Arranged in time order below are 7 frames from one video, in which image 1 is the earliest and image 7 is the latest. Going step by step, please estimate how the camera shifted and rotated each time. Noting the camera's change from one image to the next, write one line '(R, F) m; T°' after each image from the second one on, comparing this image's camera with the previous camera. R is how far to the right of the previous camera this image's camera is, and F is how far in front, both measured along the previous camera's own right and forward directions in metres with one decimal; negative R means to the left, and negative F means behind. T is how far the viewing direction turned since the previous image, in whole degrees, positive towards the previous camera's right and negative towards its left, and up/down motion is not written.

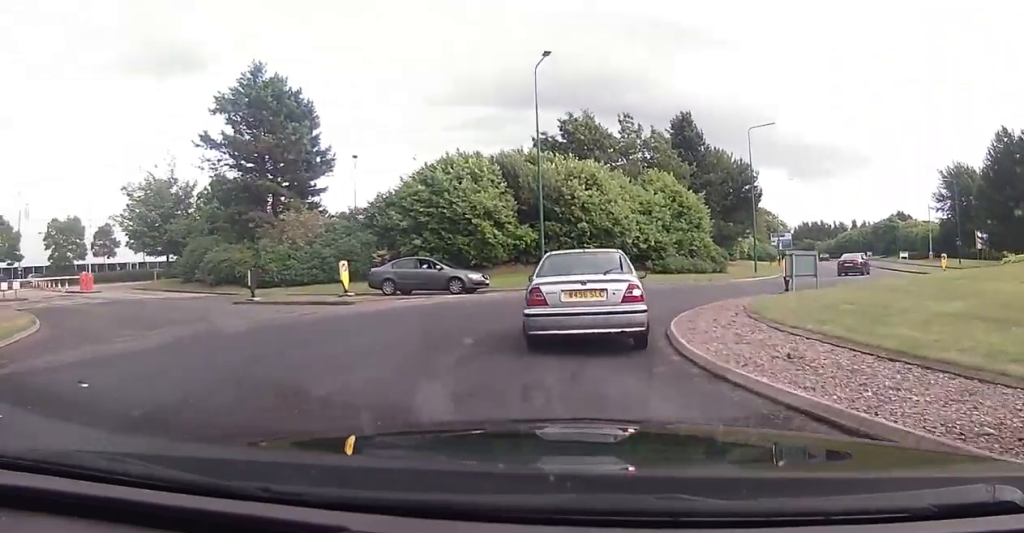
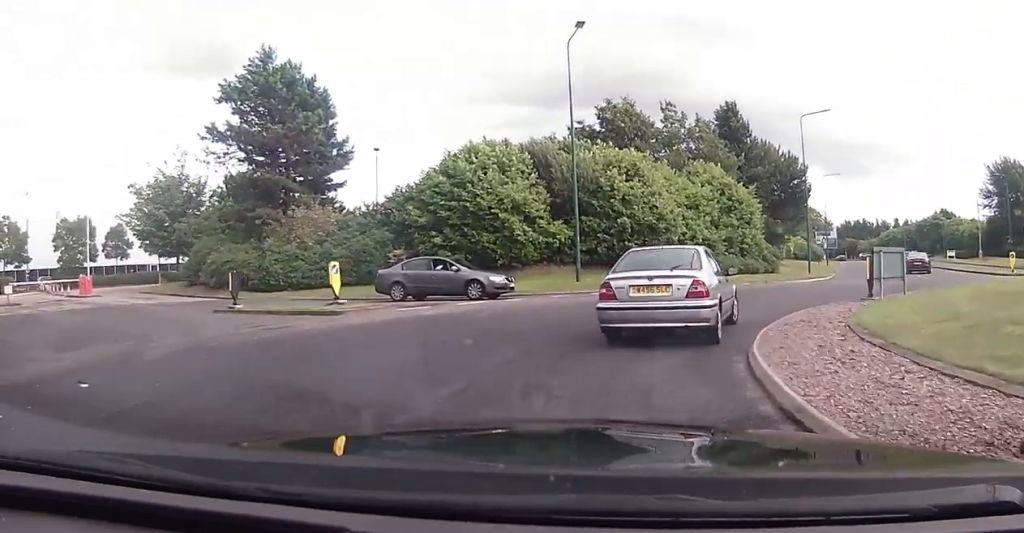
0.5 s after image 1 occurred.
(0.0, +3.5) m; +4°
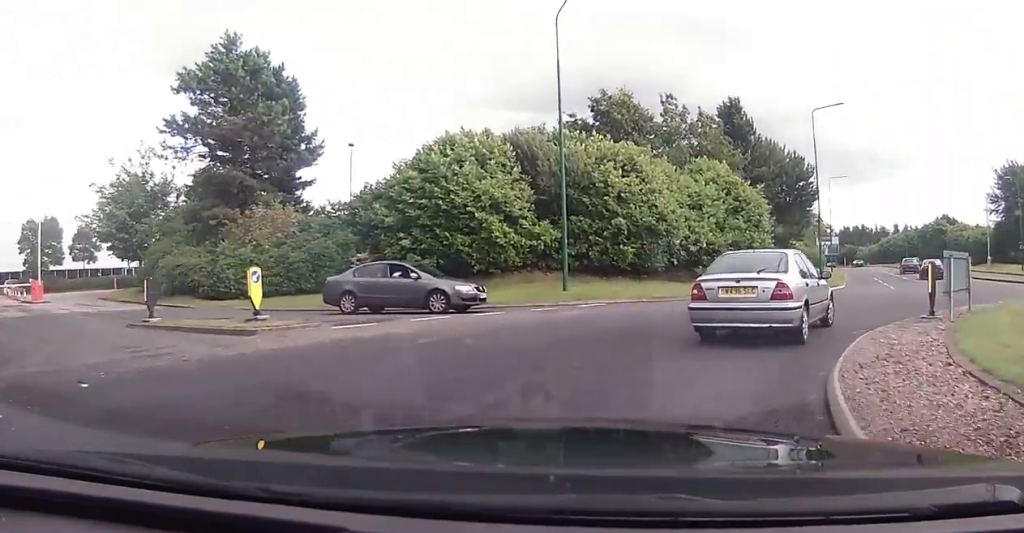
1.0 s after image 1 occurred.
(-0.2, +3.6) m; +5°
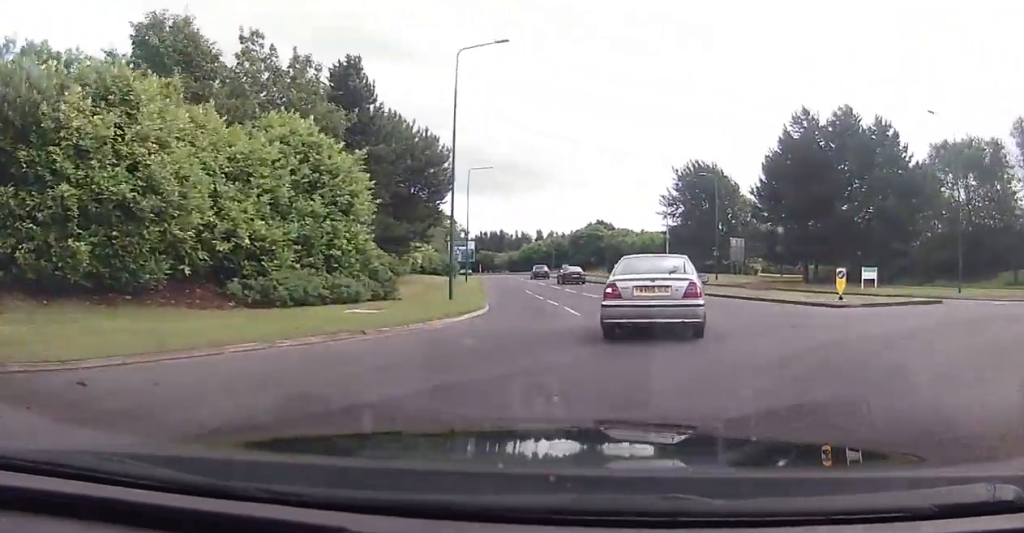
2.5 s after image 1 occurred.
(+2.1, +12.4) m; +14°
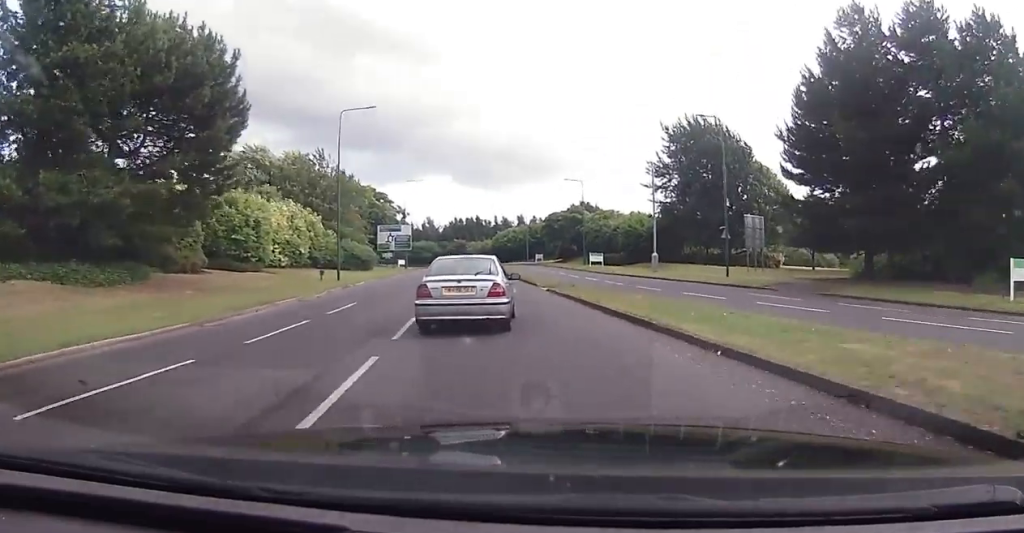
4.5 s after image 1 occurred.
(+1.8, +21.3) m; +3°
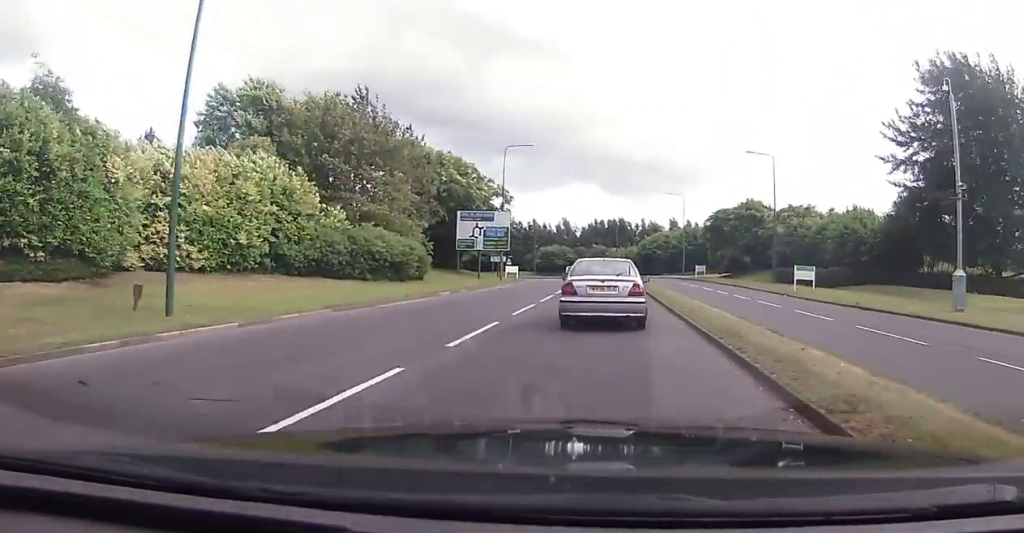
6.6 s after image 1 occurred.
(-3.5, +26.7) m; -10°
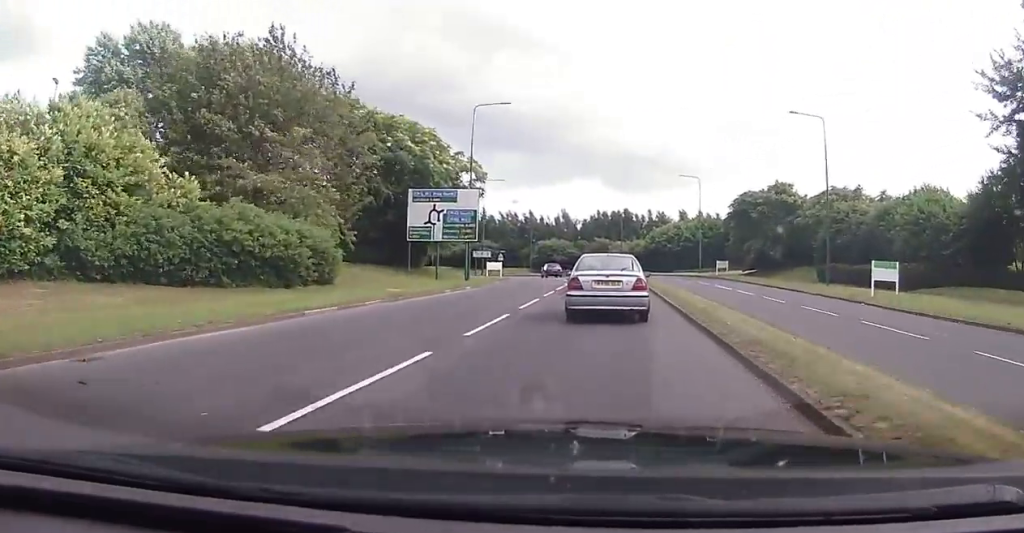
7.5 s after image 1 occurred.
(0.0, +12.6) m; 0°
